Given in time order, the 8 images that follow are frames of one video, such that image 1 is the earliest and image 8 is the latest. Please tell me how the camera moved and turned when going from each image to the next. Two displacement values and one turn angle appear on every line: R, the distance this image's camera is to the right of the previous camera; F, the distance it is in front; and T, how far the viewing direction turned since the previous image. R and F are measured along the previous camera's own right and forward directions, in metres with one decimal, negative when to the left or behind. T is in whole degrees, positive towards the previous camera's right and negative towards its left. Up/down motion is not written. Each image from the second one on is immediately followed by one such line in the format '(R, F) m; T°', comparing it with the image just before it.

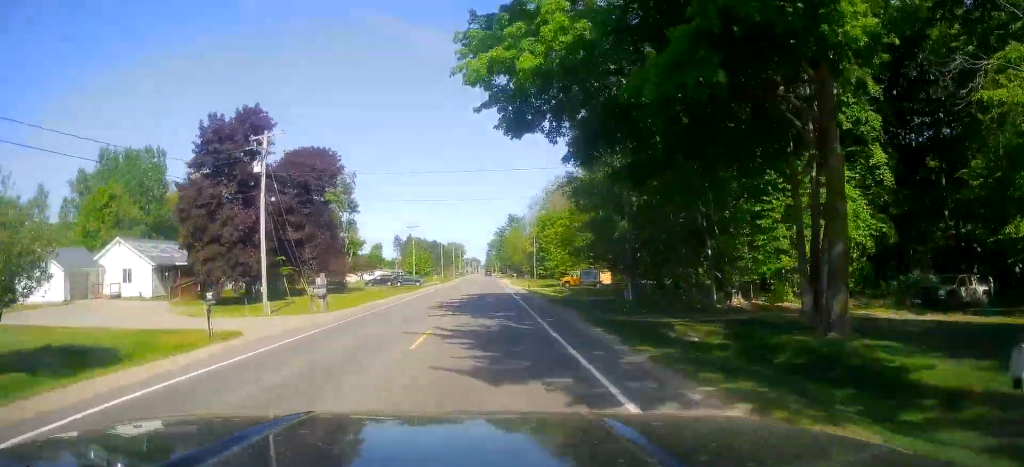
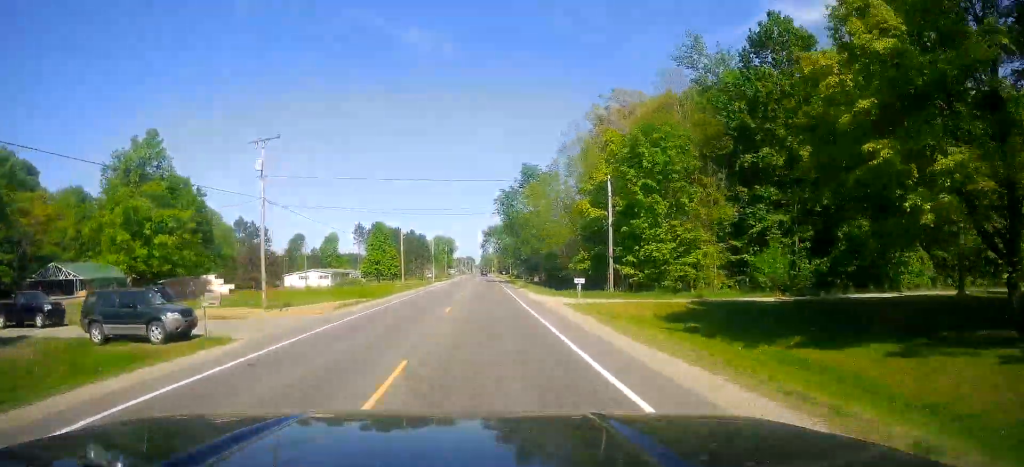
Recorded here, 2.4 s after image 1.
(+0.3, +65.9) m; +1°
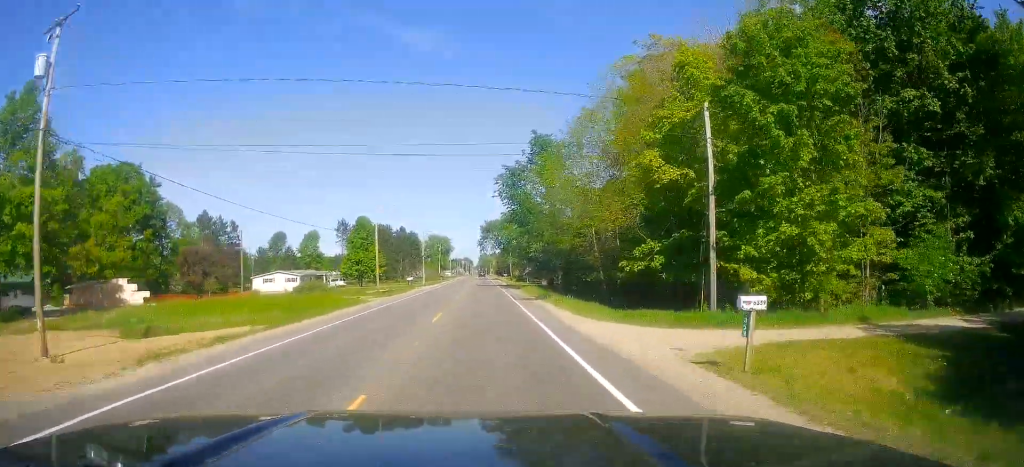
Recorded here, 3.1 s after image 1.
(0.0, +18.2) m; 0°
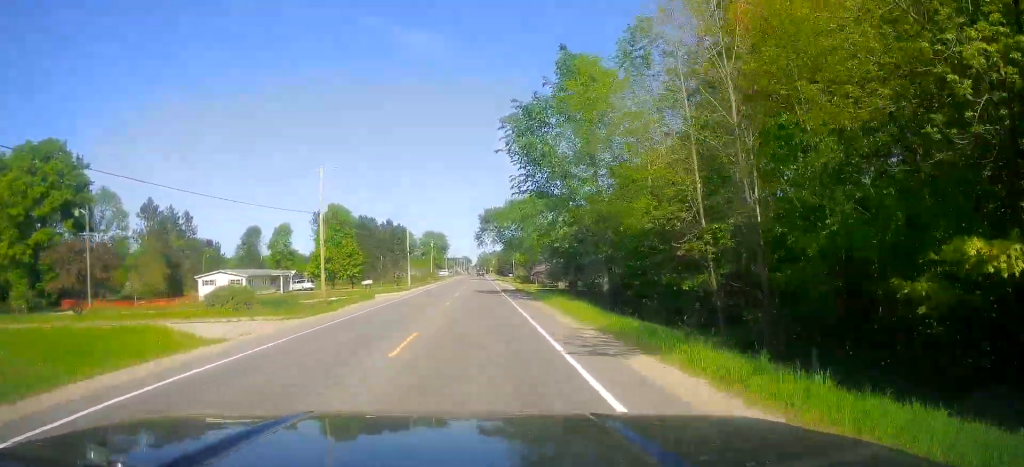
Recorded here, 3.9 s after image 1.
(0.0, +22.0) m; -1°
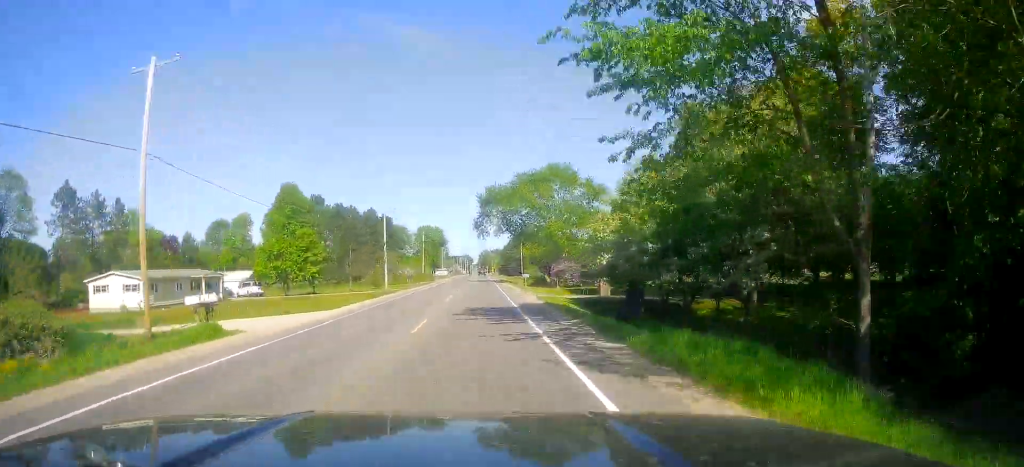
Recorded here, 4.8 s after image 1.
(-0.1, +24.7) m; -1°
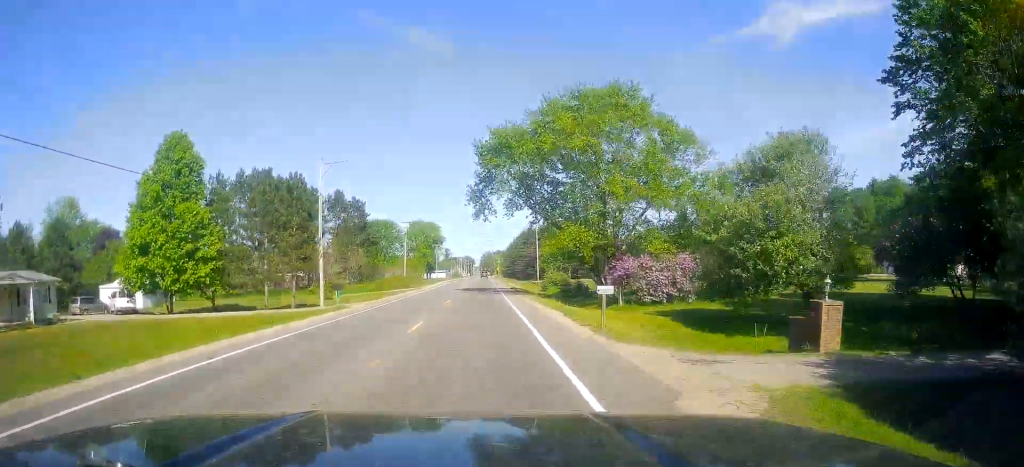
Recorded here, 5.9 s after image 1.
(-0.1, +30.7) m; +1°
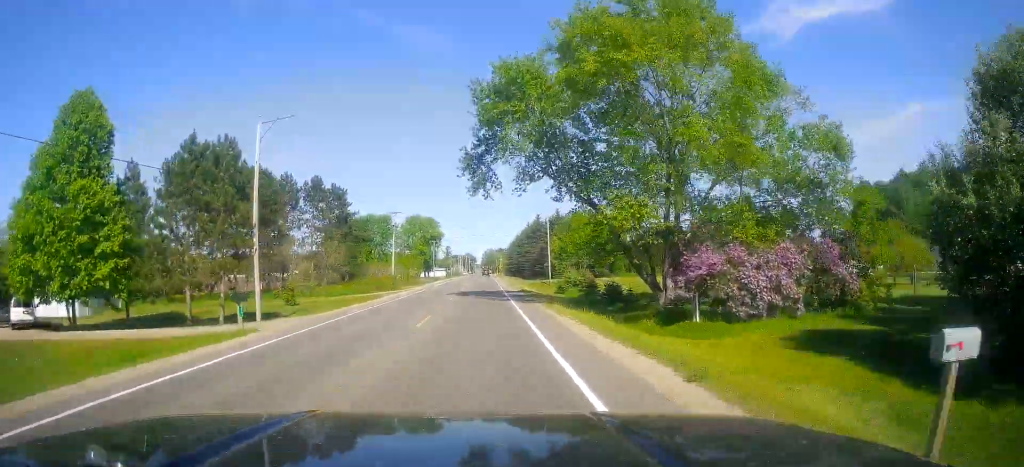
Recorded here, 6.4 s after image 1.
(+0.2, +13.4) m; +1°
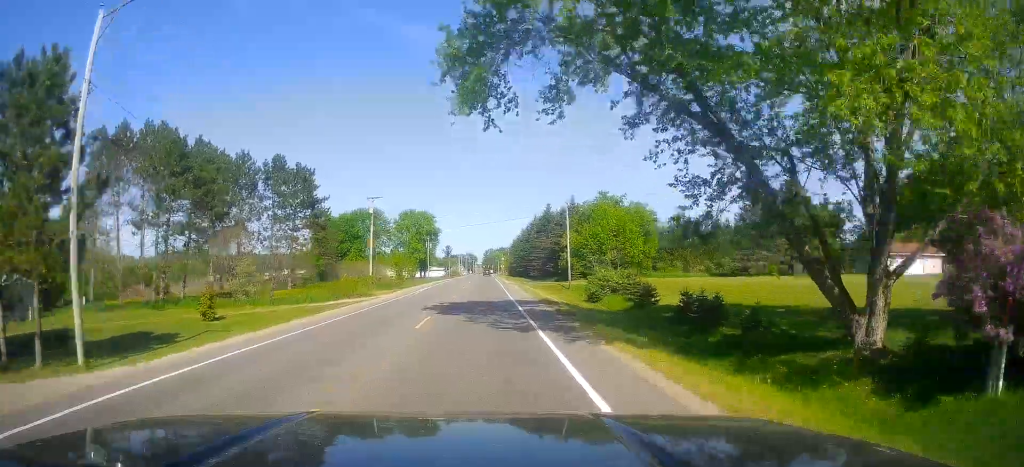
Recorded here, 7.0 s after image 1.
(0.0, +15.9) m; 0°
